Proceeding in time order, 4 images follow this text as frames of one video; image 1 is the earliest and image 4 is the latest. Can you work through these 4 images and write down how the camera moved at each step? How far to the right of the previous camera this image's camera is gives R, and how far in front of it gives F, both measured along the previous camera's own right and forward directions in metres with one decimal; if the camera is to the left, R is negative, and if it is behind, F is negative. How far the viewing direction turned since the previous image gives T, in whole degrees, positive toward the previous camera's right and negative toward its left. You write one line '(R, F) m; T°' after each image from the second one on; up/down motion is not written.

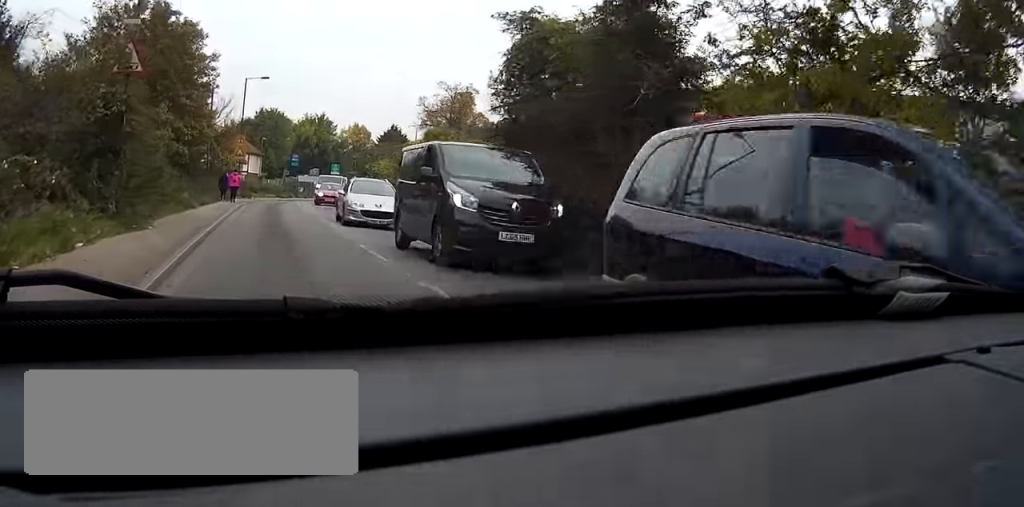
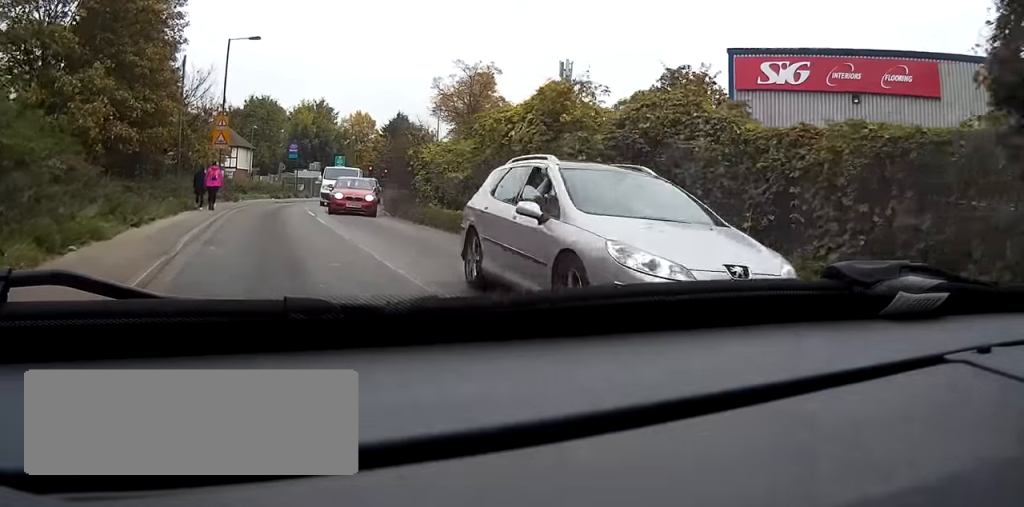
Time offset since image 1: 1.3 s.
(0.0, +13.9) m; 0°
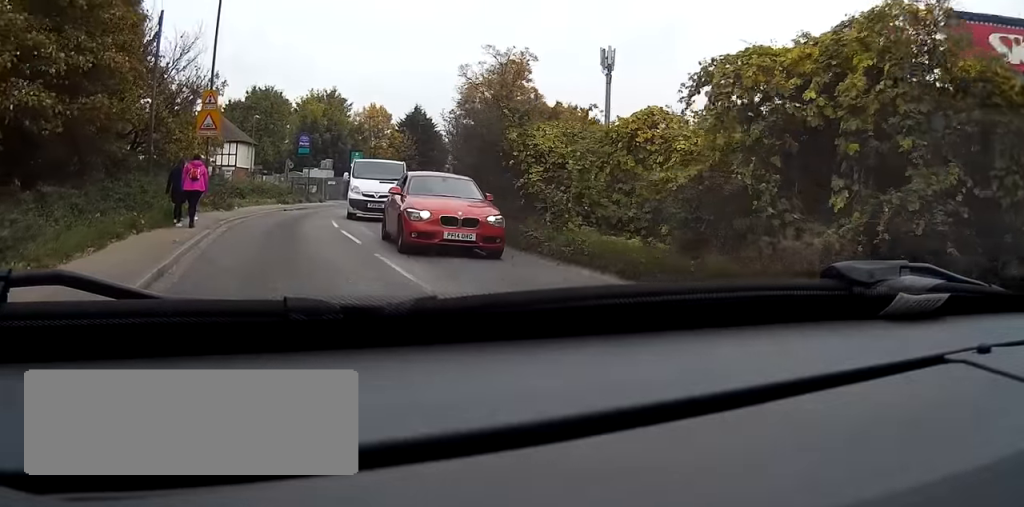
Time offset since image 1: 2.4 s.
(+0.1, +10.8) m; +1°
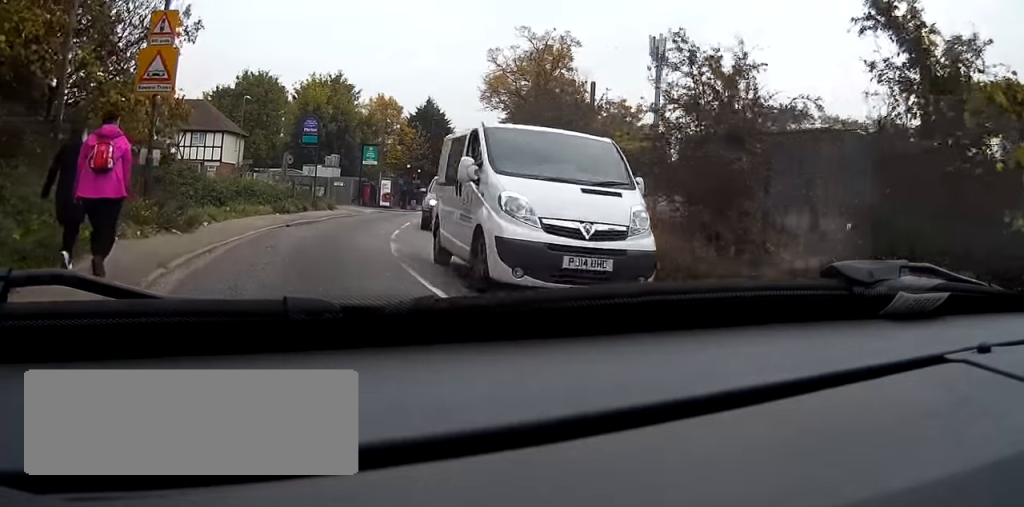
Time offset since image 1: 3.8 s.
(+0.1, +12.4) m; +1°
